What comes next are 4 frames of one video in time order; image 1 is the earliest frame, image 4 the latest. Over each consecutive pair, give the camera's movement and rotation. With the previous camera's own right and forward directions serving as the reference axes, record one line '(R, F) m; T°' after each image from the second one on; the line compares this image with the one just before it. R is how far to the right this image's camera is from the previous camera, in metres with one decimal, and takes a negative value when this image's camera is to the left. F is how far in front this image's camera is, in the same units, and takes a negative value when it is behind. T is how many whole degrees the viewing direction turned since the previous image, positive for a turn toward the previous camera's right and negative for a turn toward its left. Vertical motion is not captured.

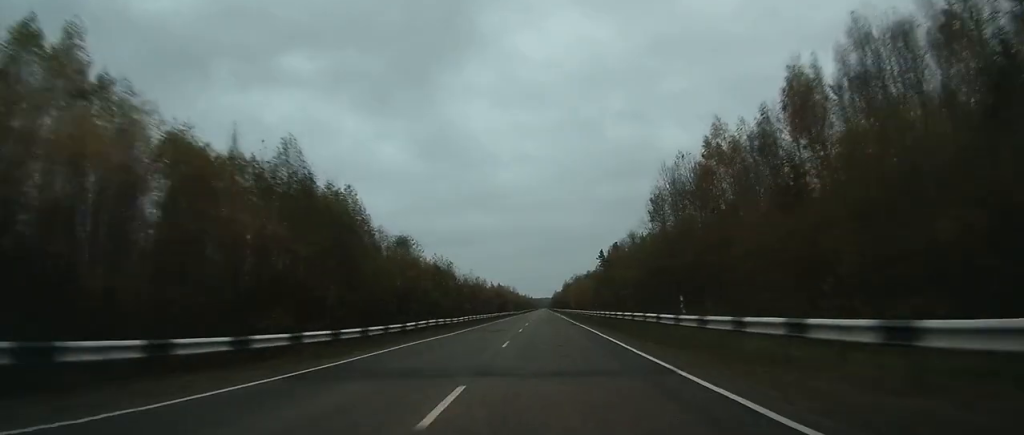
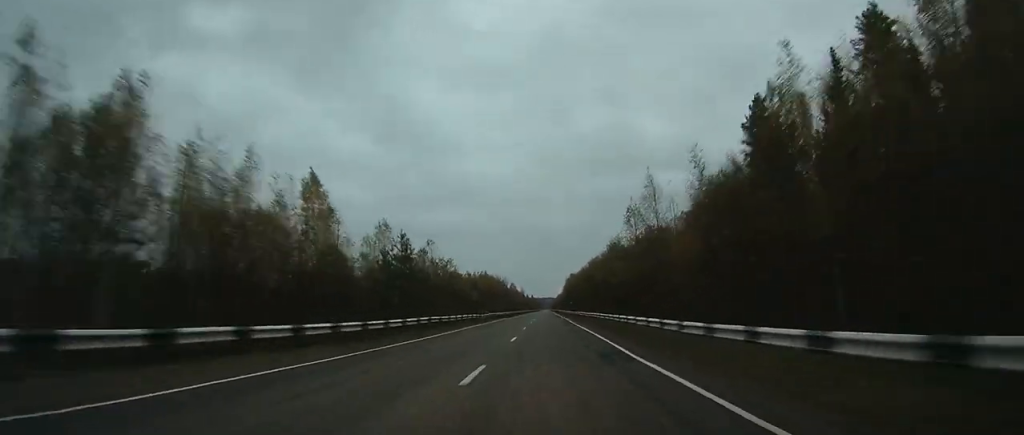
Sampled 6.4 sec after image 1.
(-0.1, +181.6) m; 0°
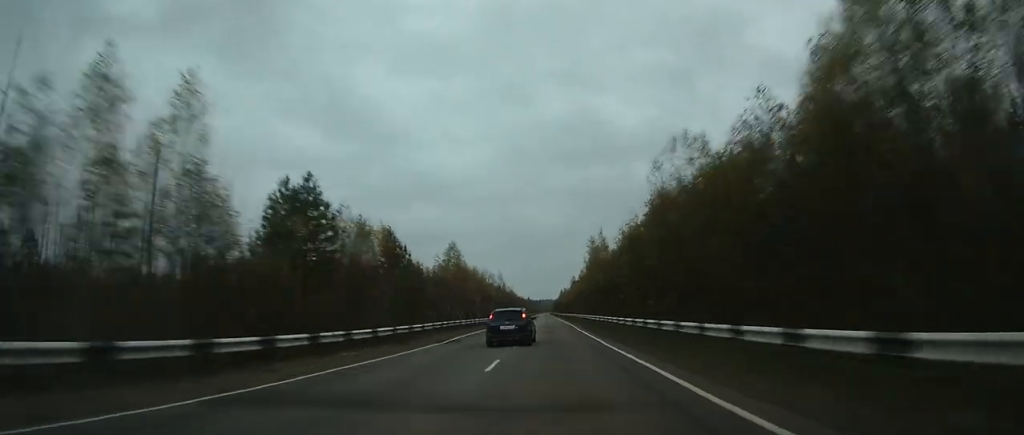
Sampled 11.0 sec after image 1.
(+0.4, +131.3) m; 0°
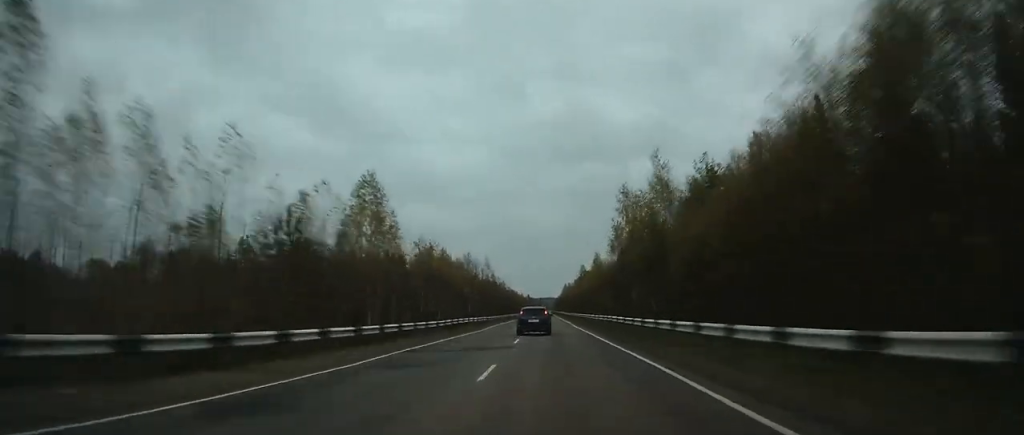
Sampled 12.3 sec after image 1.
(-0.2, +39.8) m; 0°
